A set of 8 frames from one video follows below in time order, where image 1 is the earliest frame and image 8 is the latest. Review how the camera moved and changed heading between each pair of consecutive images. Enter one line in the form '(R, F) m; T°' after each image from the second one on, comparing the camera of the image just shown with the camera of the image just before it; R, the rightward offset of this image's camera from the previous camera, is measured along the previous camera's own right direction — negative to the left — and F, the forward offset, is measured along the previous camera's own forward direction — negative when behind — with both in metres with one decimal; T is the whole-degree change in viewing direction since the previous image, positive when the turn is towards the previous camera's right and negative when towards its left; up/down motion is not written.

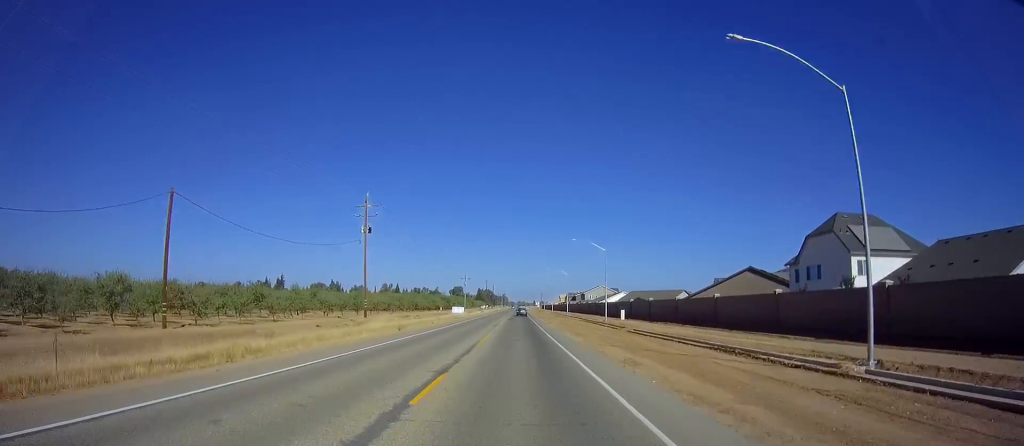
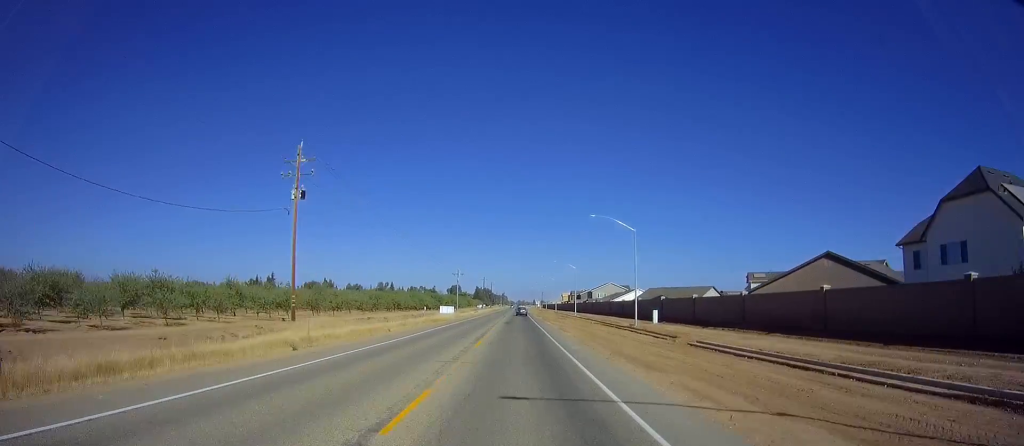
(+0.2, +16.7) m; 0°
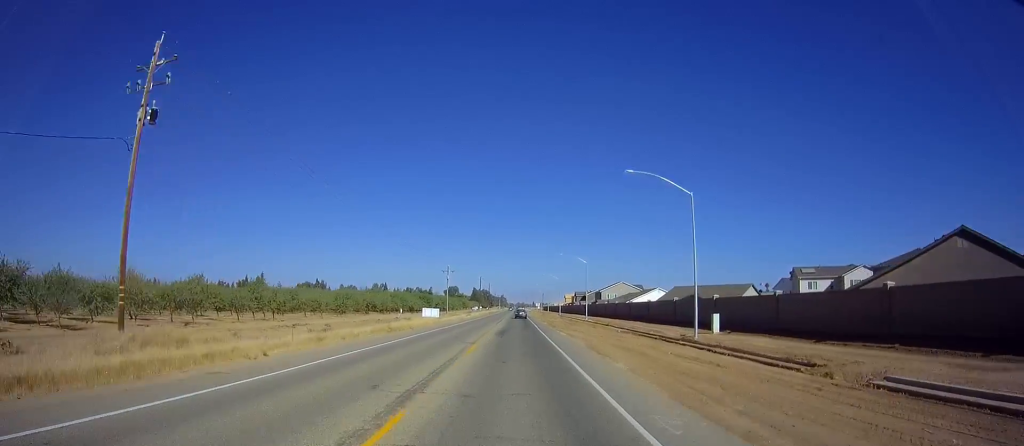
(-0.1, +16.6) m; 0°
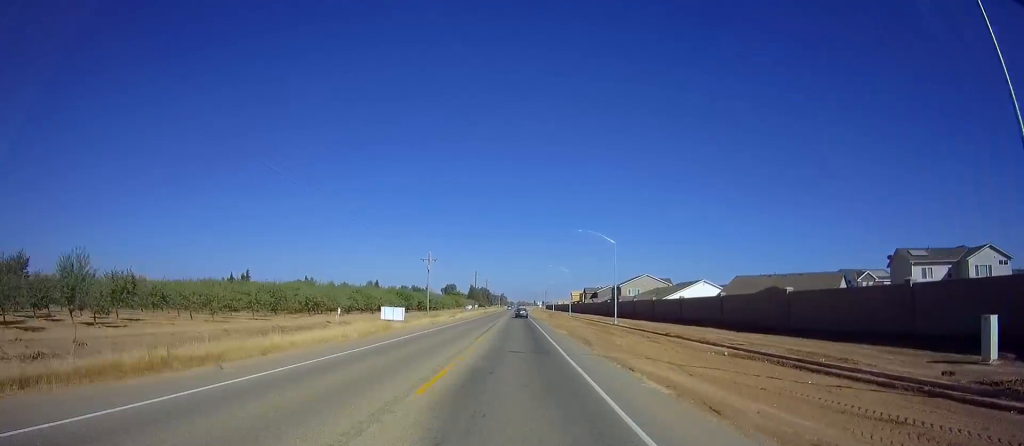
(-0.1, +23.8) m; 0°
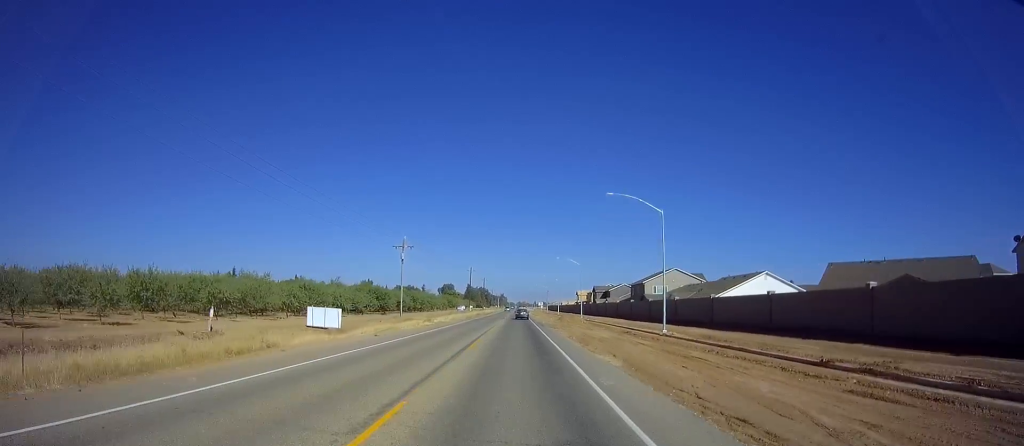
(0.0, +19.5) m; 0°
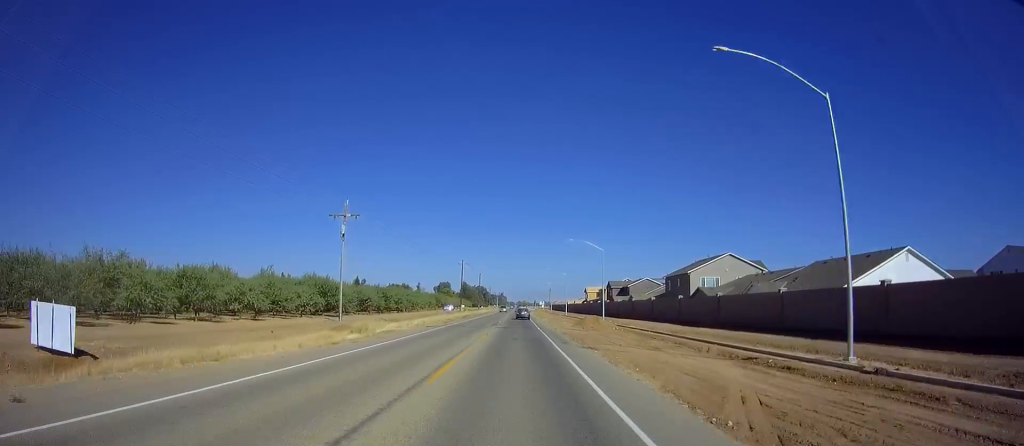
(+0.1, +22.9) m; 0°
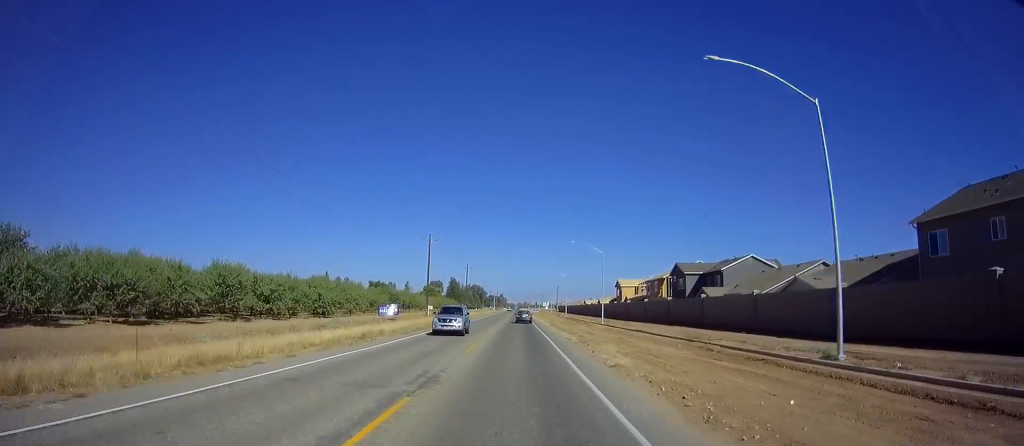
(-0.4, +49.5) m; -1°
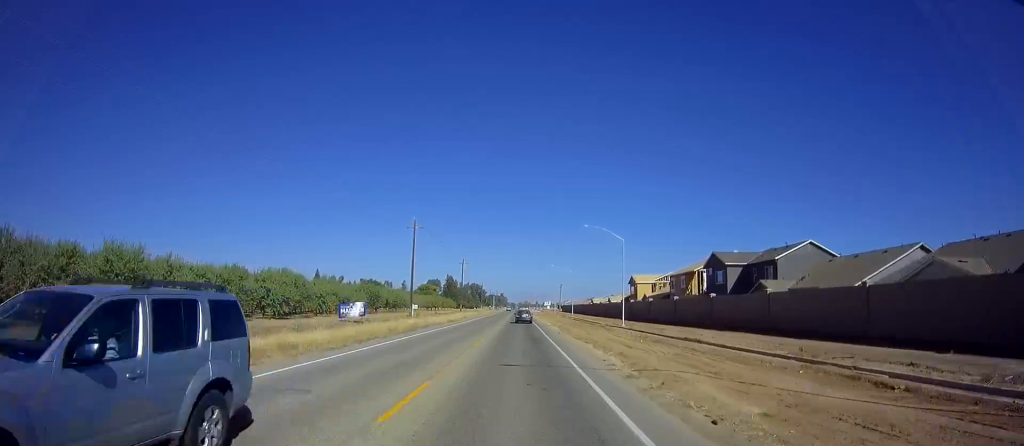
(0.0, +12.9) m; 0°
